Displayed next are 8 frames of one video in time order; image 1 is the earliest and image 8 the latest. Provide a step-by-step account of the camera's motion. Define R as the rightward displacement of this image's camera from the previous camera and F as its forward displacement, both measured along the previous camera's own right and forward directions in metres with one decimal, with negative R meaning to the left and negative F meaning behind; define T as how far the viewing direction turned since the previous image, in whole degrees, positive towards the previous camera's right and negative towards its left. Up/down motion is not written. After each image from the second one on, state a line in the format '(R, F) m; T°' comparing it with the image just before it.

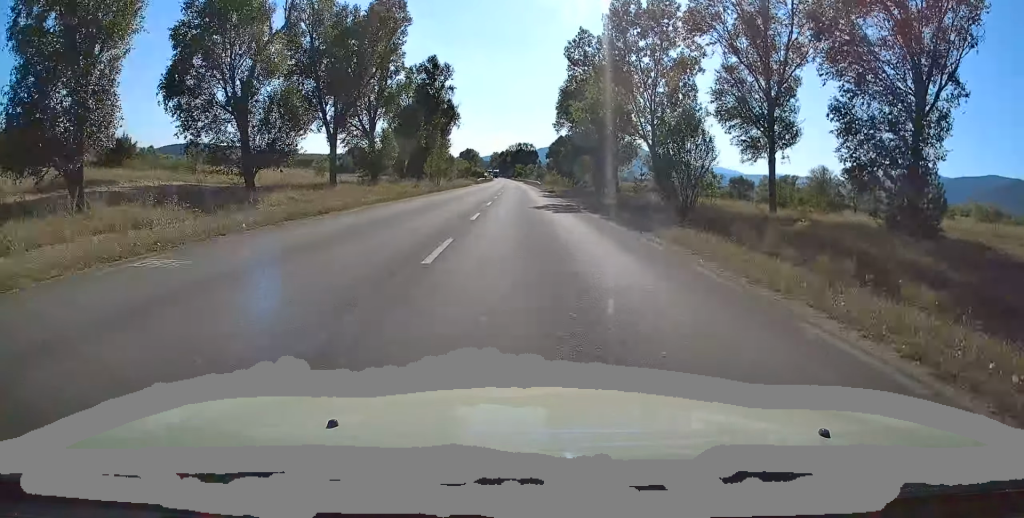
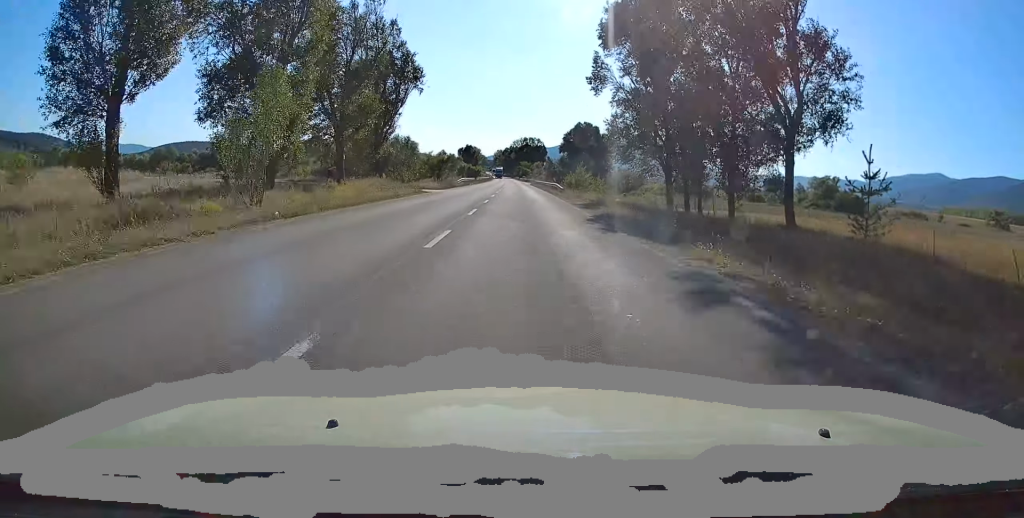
(-0.1, +43.1) m; 0°
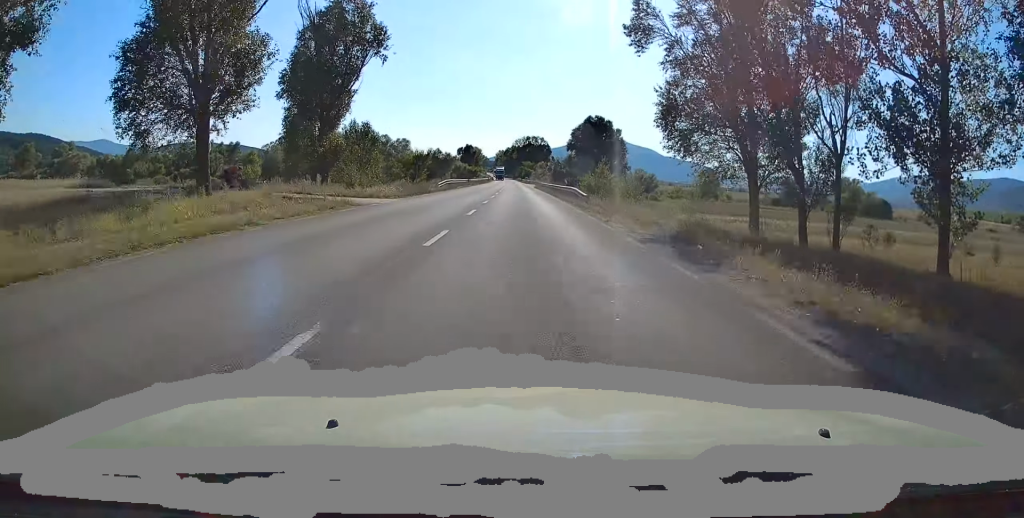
(0.0, +17.5) m; 0°
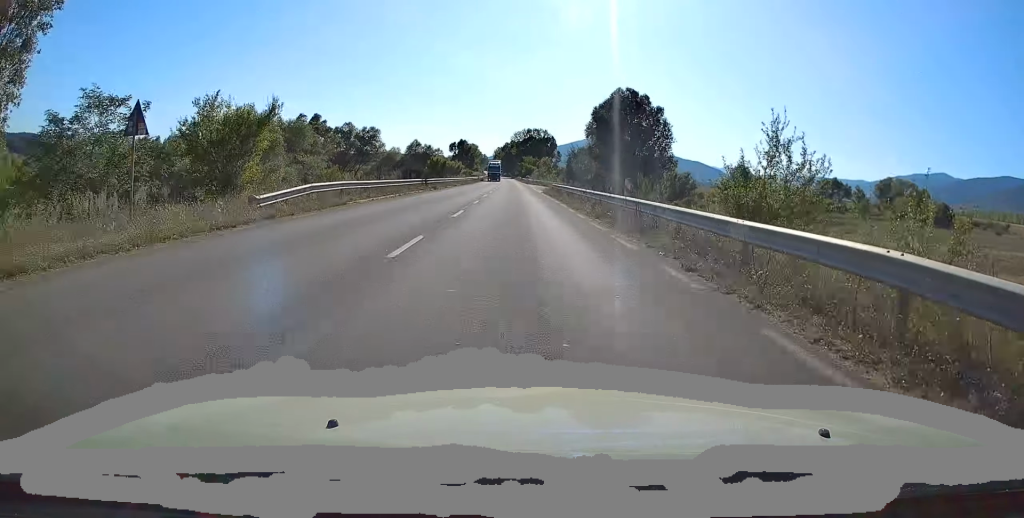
(0.0, +37.4) m; 0°
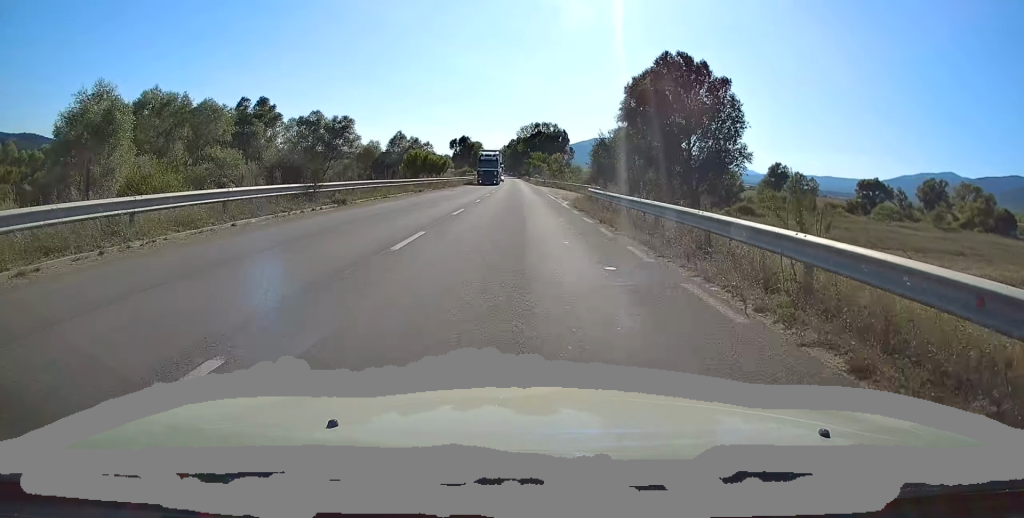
(+0.1, +26.3) m; -1°
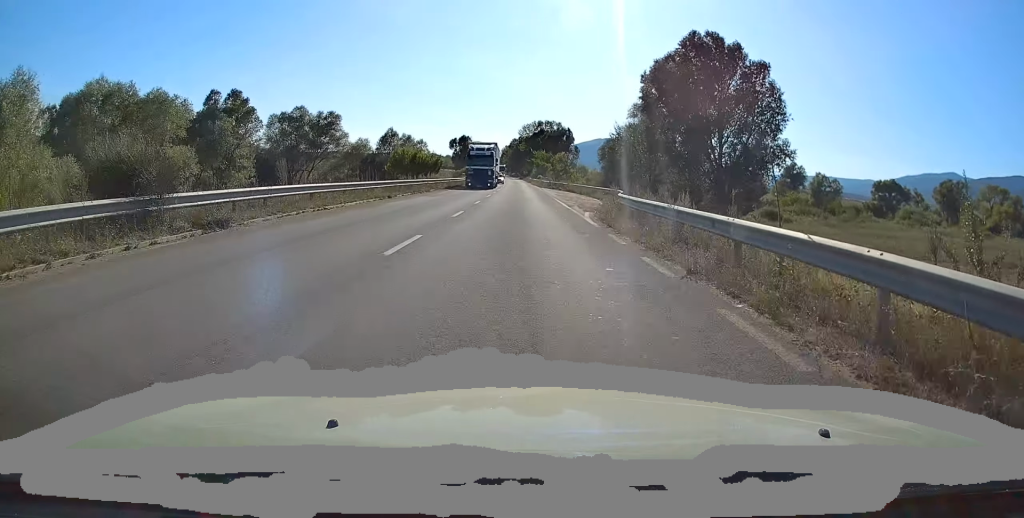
(+0.1, +9.6) m; 0°
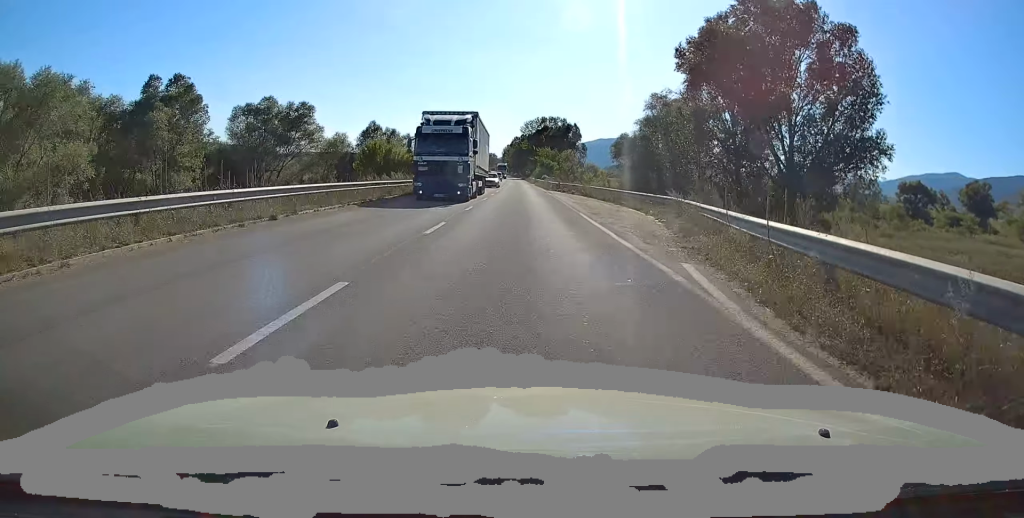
(-0.3, +14.3) m; 0°
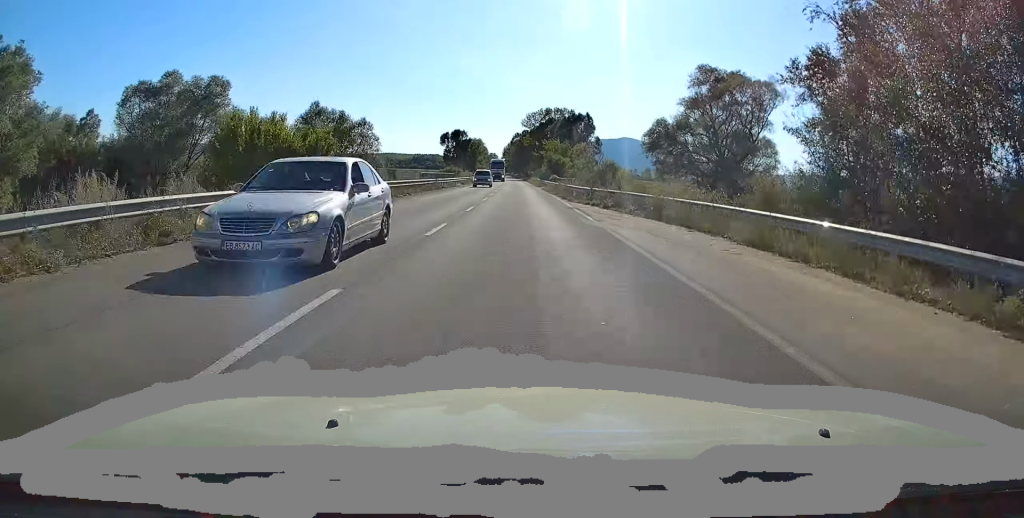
(+0.3, +27.1) m; 0°
